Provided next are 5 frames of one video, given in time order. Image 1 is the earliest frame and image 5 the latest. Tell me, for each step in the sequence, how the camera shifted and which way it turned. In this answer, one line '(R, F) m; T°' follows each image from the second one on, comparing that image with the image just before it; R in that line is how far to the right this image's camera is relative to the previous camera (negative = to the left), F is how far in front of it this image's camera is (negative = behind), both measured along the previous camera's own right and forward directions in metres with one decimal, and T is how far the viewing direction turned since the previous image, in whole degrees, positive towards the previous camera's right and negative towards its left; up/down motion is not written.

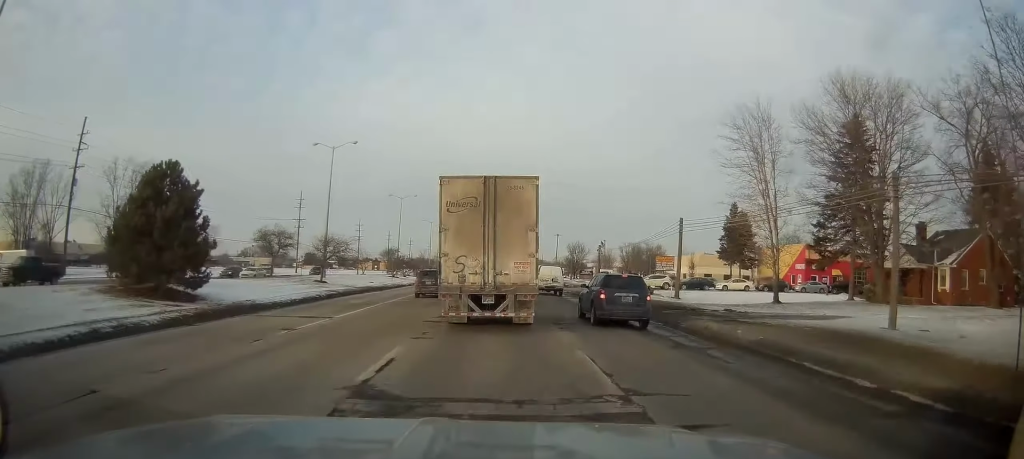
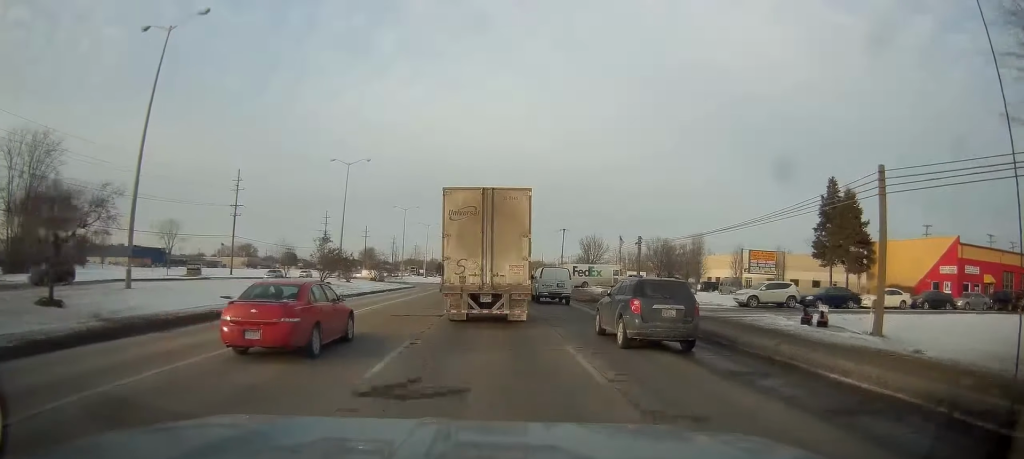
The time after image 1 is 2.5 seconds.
(-0.7, +31.3) m; -2°
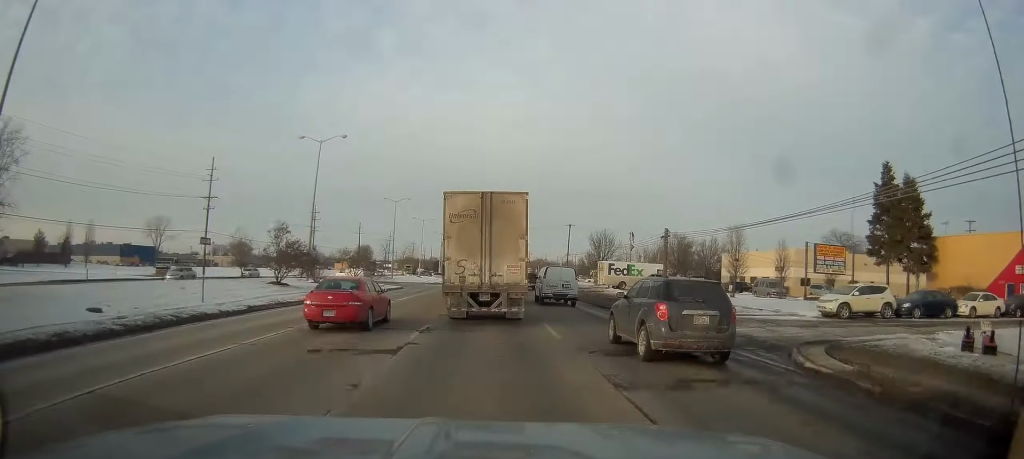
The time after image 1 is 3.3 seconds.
(+0.5, +10.9) m; 0°
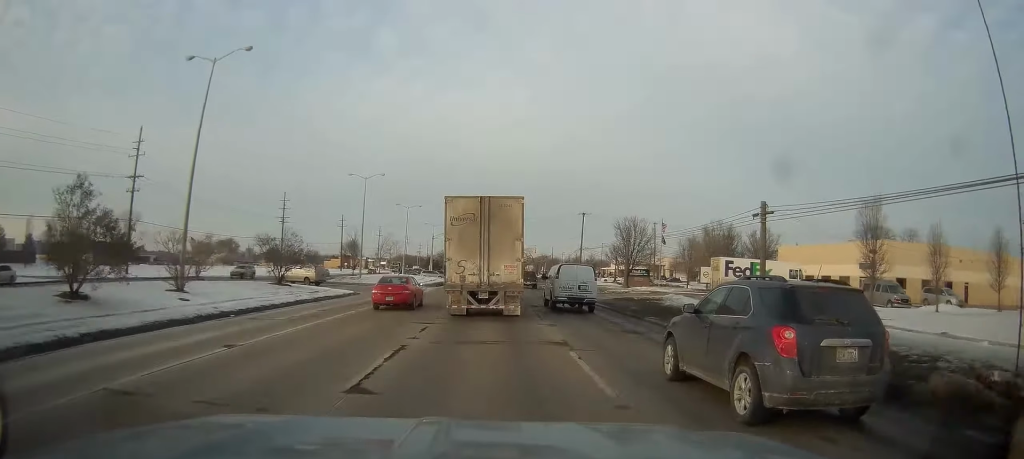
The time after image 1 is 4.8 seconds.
(-0.3, +22.1) m; 0°
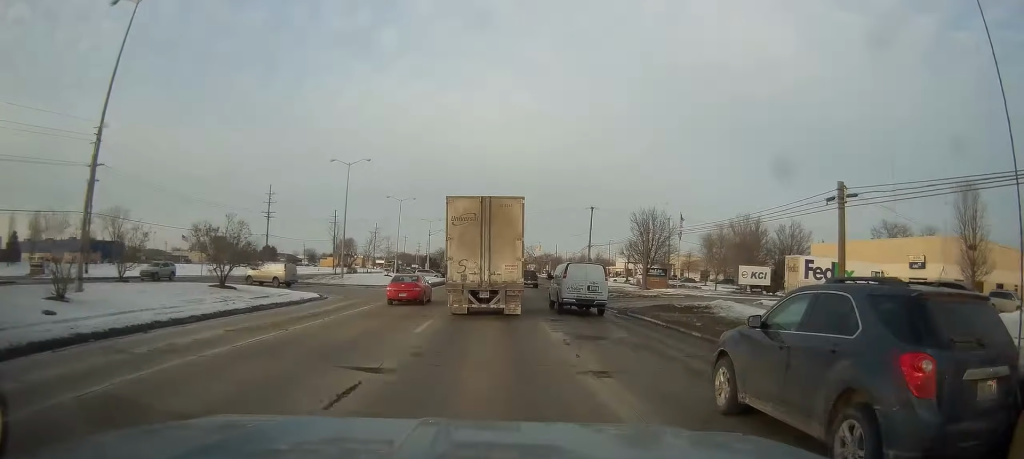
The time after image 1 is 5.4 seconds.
(+0.3, +9.0) m; 0°
